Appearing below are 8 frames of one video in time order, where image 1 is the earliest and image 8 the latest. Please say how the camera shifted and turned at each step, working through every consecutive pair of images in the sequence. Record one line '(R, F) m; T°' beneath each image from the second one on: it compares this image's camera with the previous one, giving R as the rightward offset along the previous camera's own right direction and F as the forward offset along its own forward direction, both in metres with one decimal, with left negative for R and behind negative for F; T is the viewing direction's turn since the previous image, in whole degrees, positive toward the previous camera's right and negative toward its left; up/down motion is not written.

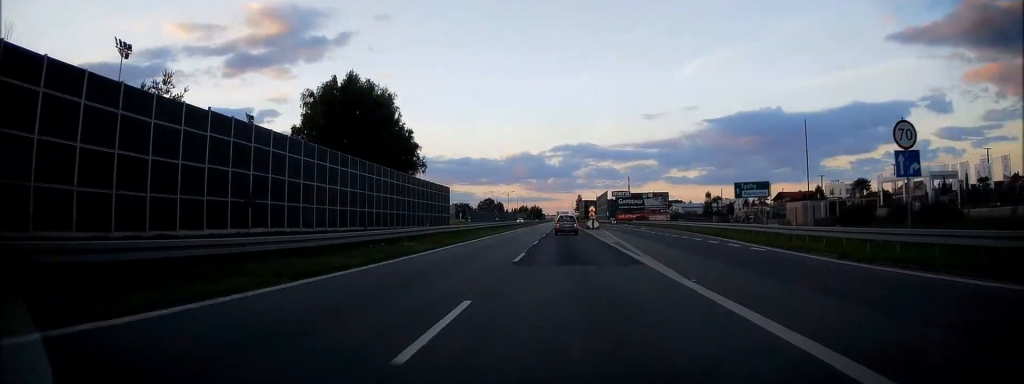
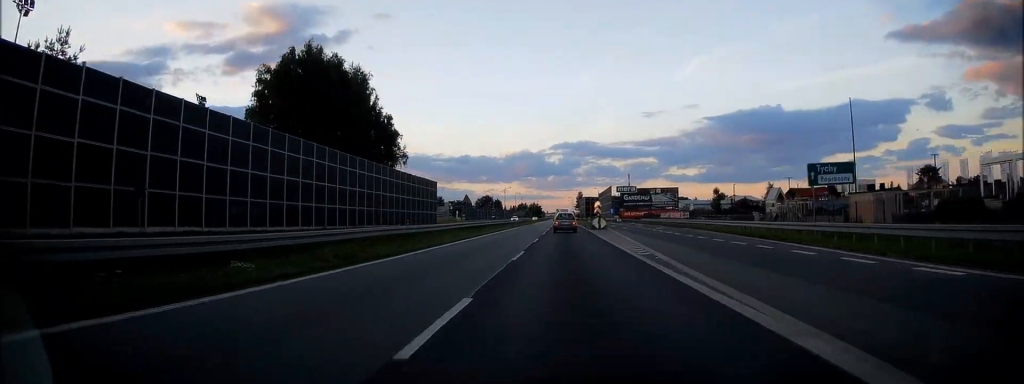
(0.0, +12.4) m; 0°
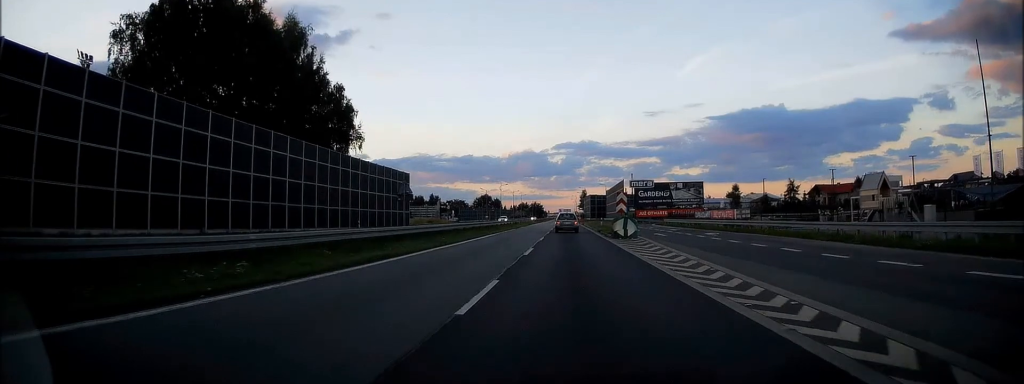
(-0.1, +21.4) m; 0°
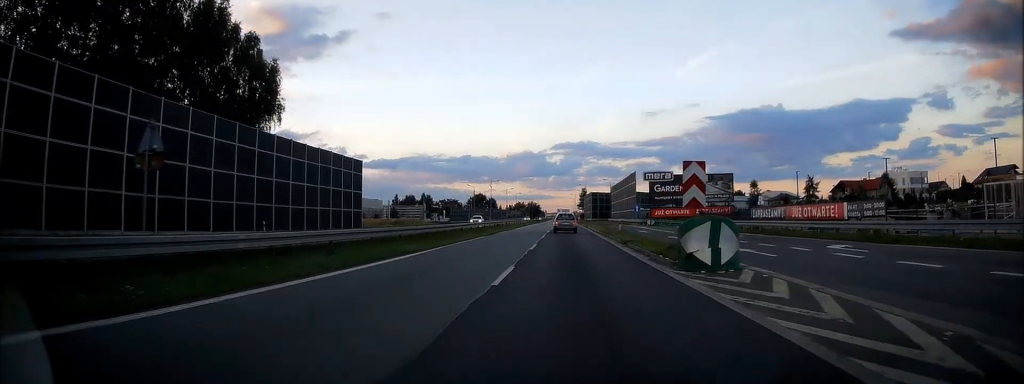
(0.0, +20.6) m; 0°
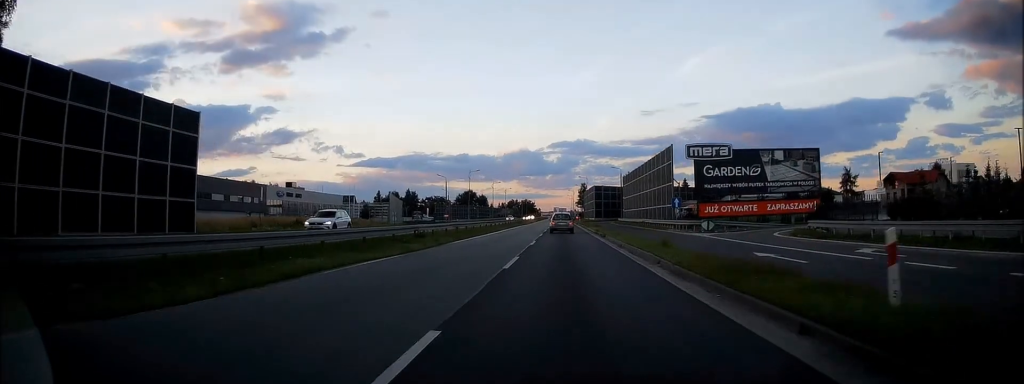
(0.0, +32.1) m; 0°
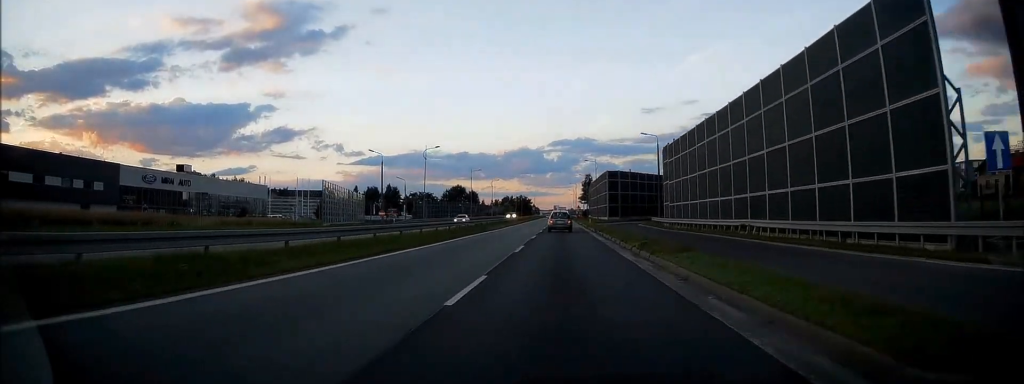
(+0.3, +41.8) m; 0°
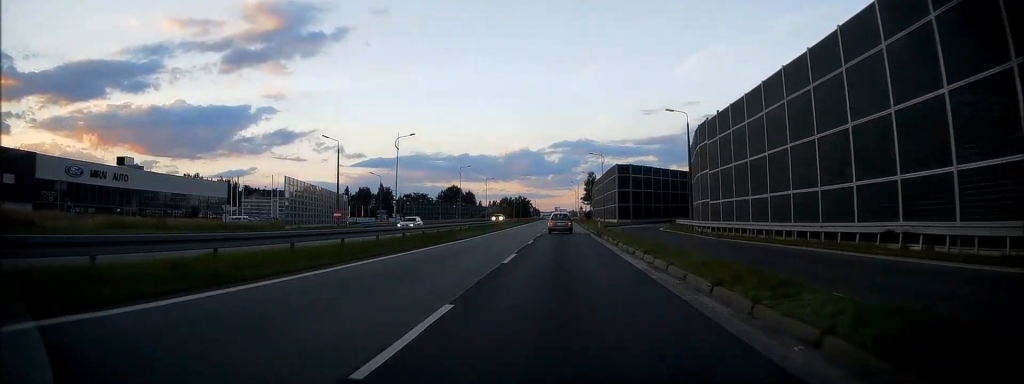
(0.0, +15.6) m; 0°
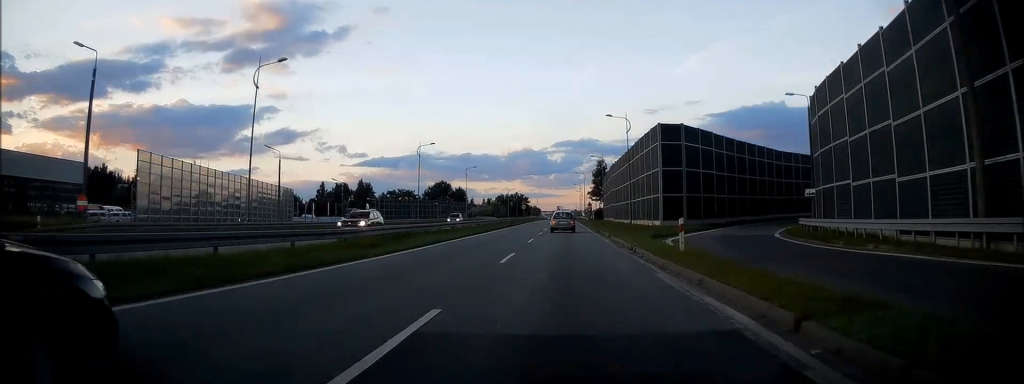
(-0.1, +36.0) m; 0°
